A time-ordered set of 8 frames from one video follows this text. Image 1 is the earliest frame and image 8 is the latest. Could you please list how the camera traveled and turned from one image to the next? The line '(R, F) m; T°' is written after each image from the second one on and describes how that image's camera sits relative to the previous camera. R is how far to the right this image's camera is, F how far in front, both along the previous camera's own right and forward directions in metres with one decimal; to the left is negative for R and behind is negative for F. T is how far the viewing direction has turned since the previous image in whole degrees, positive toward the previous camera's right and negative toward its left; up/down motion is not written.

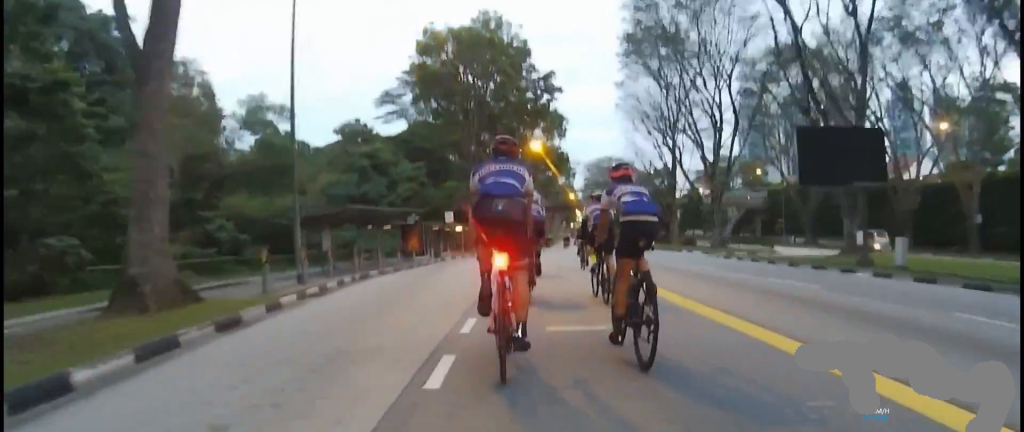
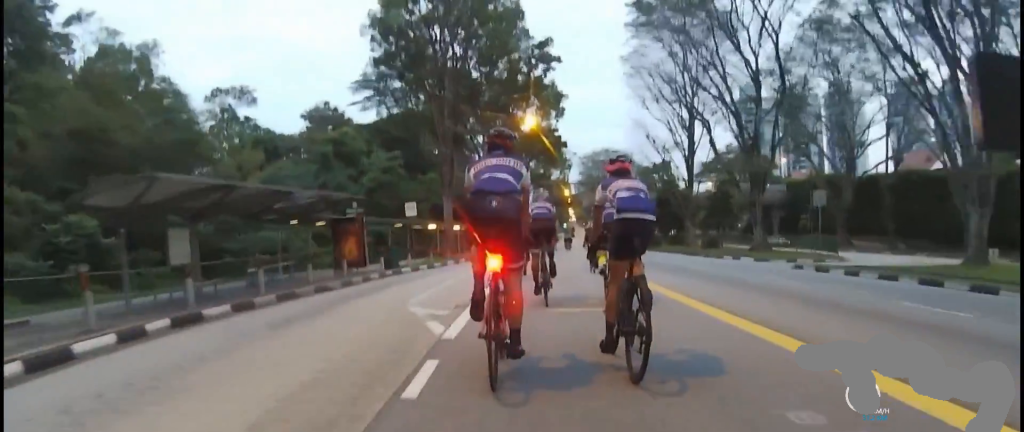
(0.0, +9.7) m; 0°
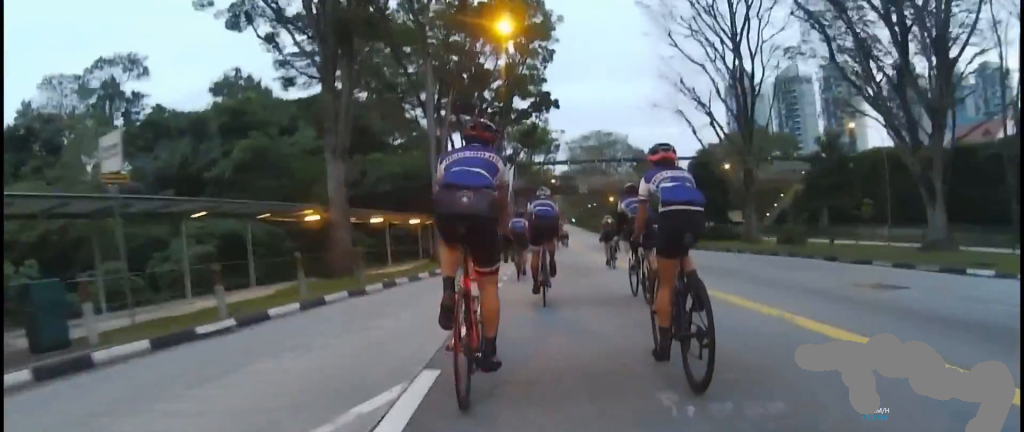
(+1.4, +18.8) m; +7°
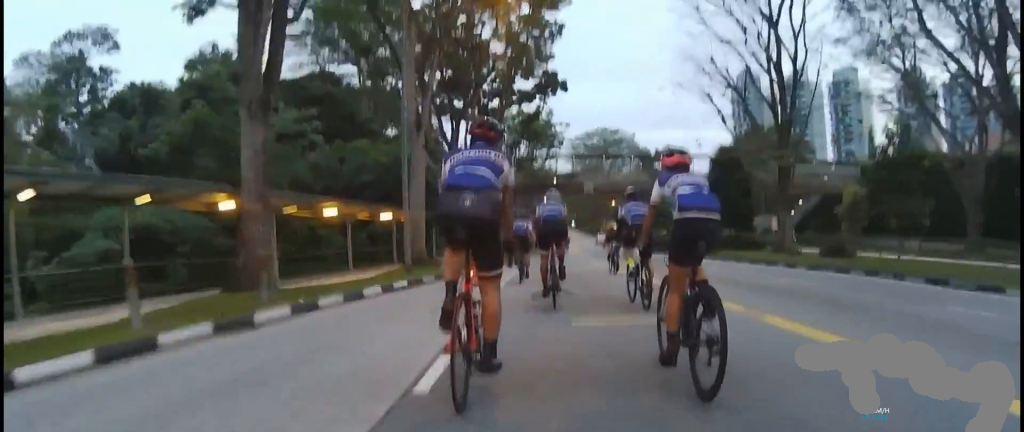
(+0.6, +5.6) m; 0°
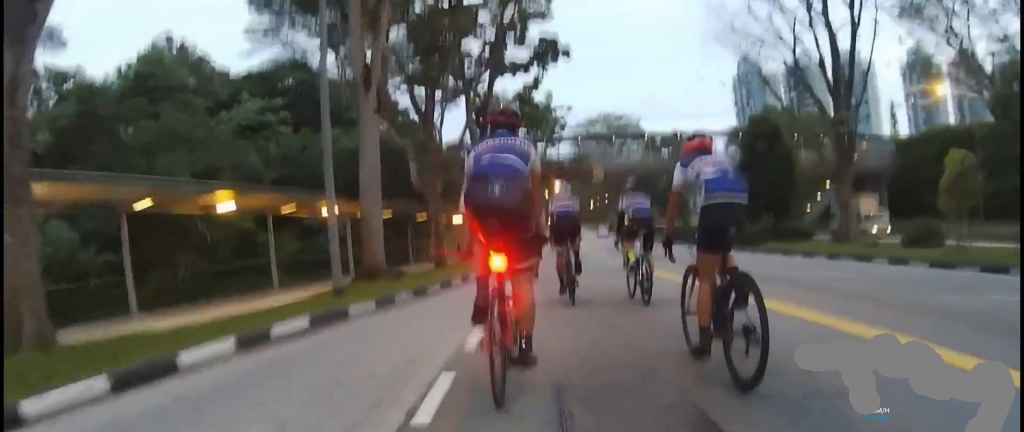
(-0.8, +6.7) m; -4°
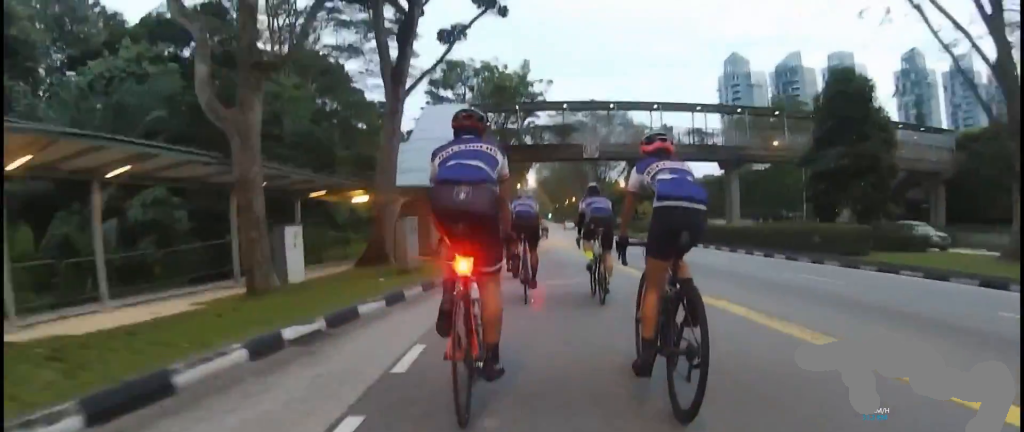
(-0.6, +13.1) m; +2°
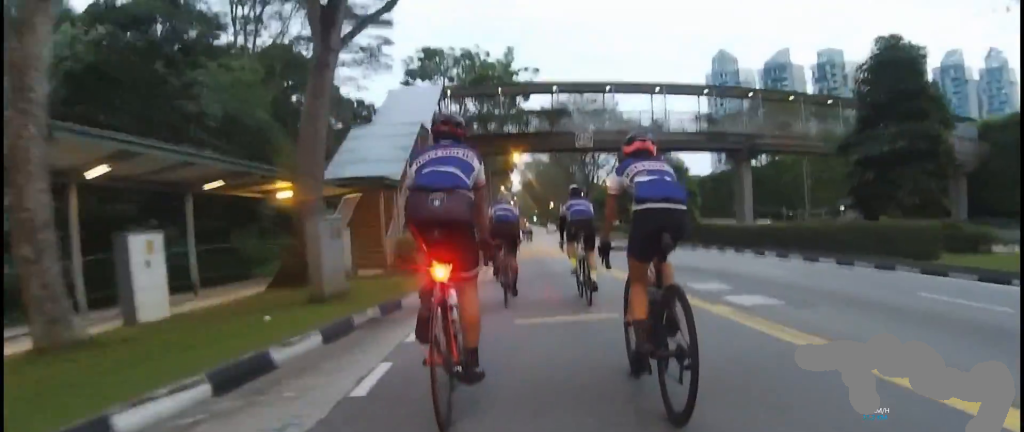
(0.0, +4.7) m; +2°
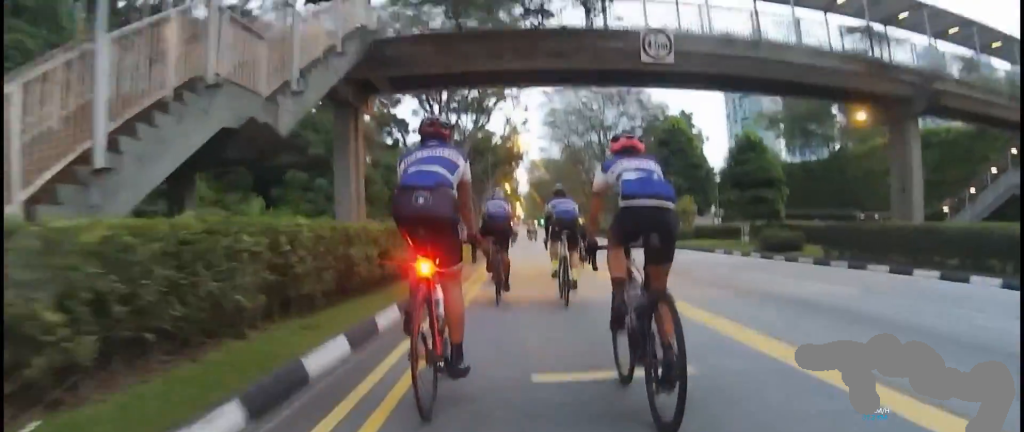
(+0.6, +15.0) m; -3°
